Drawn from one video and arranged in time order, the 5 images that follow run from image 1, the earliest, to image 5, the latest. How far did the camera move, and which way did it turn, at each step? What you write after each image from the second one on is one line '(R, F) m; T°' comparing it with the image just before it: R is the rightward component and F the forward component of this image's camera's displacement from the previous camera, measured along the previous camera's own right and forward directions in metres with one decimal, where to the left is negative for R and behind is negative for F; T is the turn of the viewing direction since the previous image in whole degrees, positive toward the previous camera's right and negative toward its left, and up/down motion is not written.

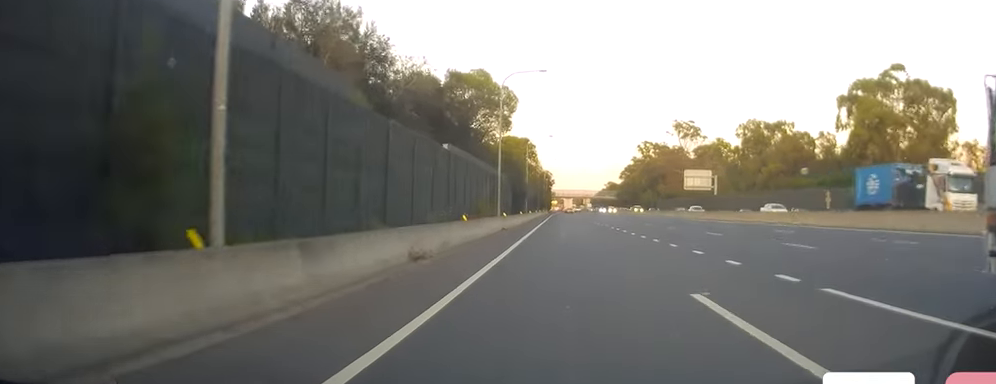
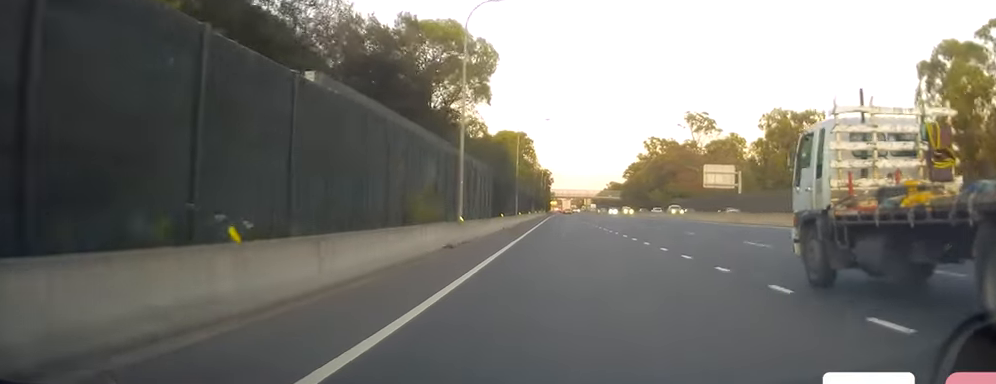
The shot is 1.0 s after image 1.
(0.0, +20.5) m; 0°
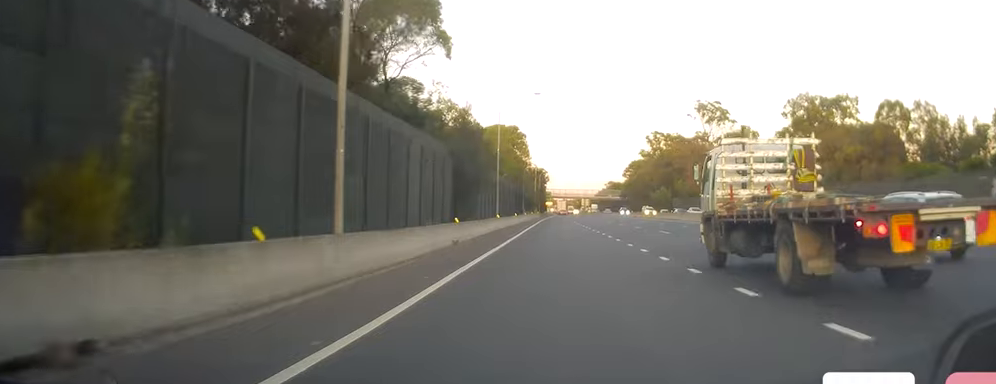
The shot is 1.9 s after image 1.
(0.0, +19.1) m; 0°
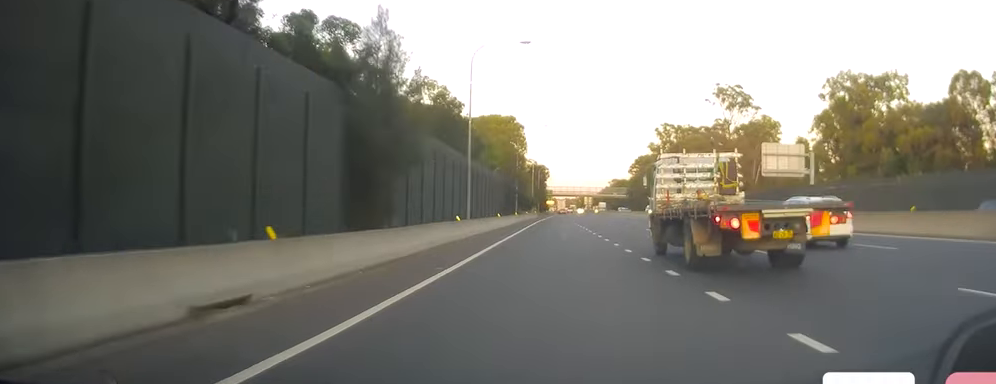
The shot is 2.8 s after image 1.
(-0.1, +19.4) m; -1°
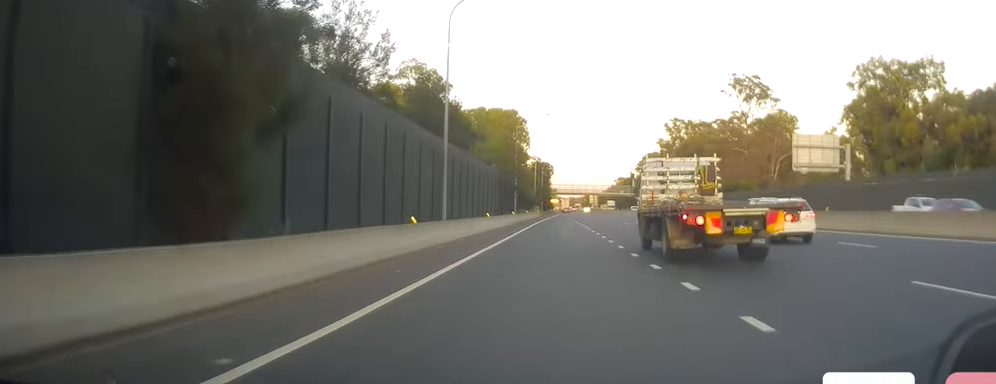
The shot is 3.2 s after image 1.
(0.0, +10.2) m; -1°
